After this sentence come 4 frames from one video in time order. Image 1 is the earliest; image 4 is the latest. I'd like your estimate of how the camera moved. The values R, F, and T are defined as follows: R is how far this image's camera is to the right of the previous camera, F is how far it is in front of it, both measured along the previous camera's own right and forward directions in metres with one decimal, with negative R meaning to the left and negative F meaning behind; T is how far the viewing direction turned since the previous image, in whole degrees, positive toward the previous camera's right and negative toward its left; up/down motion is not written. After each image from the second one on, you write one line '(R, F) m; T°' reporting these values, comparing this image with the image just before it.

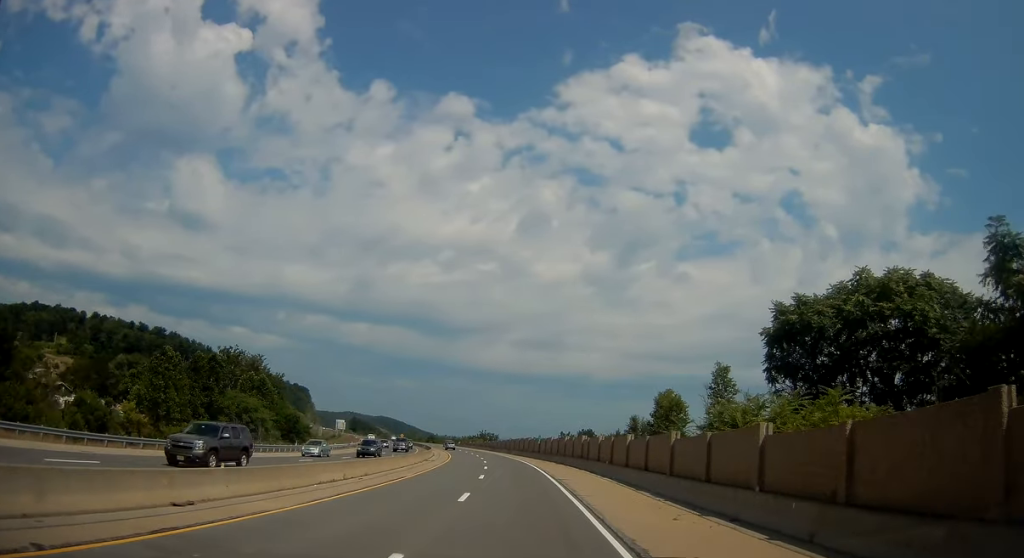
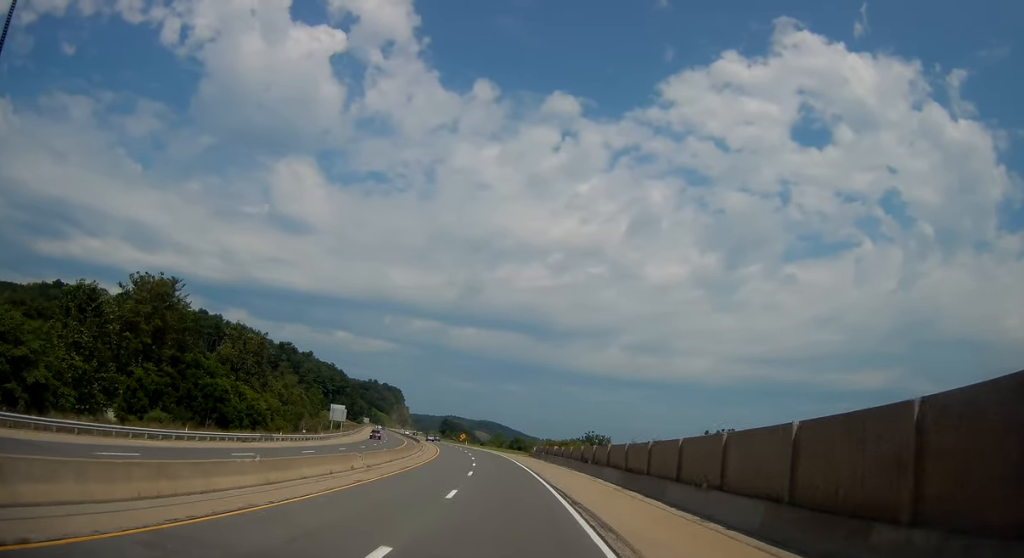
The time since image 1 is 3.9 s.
(-6.2, +97.5) m; -8°
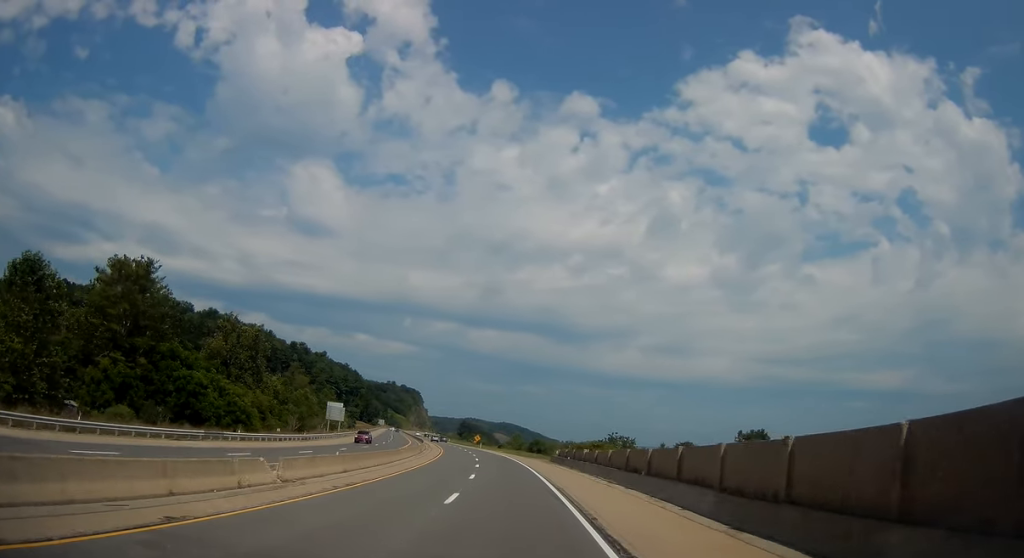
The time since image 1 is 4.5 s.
(-0.1, +14.1) m; -2°
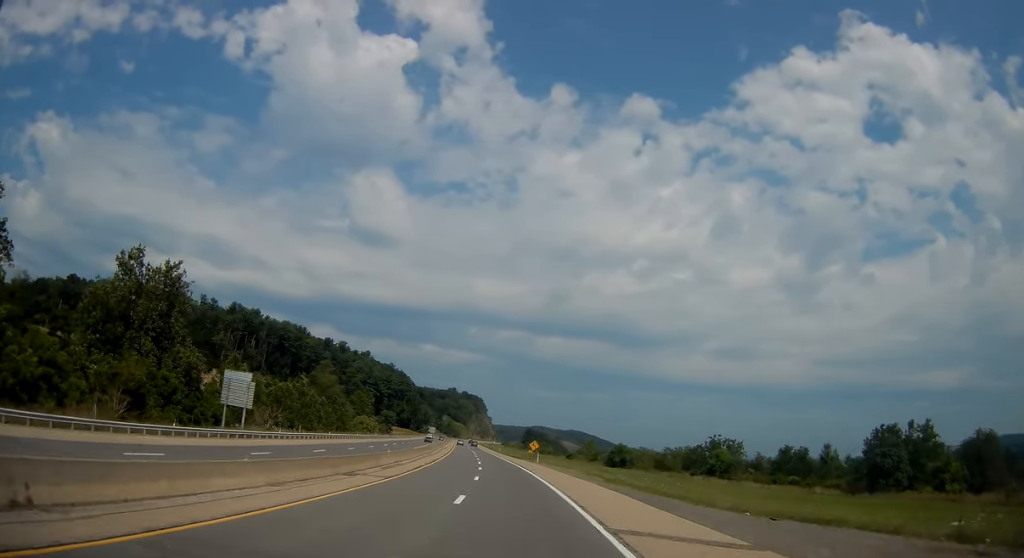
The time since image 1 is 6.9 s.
(-3.8, +60.3) m; -8°
